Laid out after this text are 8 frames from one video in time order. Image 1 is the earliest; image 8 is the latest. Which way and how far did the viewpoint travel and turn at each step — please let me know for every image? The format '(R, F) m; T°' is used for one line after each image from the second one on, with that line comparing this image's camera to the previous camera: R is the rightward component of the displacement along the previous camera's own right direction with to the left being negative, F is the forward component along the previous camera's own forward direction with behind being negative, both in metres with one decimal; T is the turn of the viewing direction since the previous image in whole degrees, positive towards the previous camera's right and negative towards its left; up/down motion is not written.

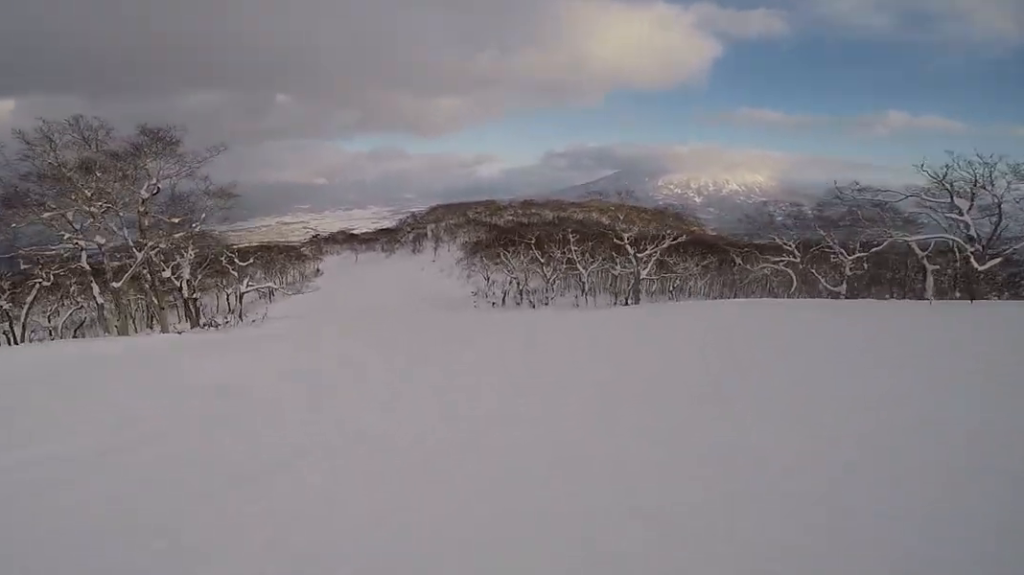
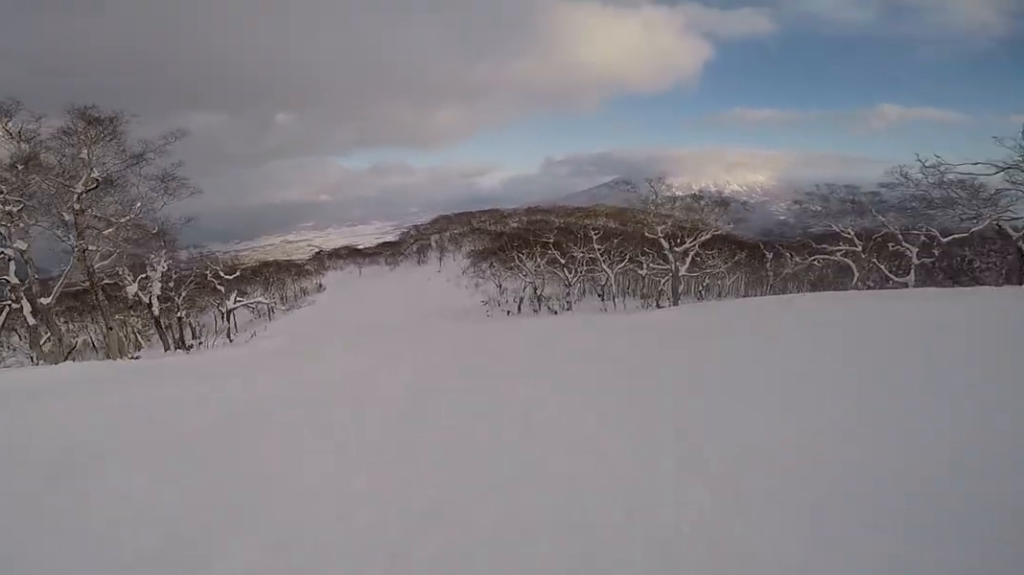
(-0.2, +5.9) m; -2°
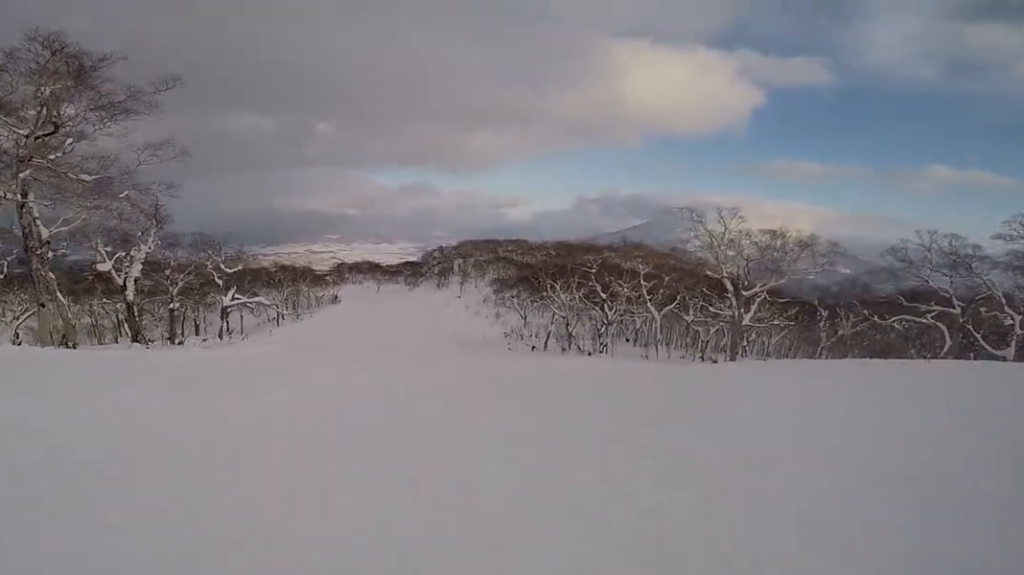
(0.0, +5.6) m; +1°
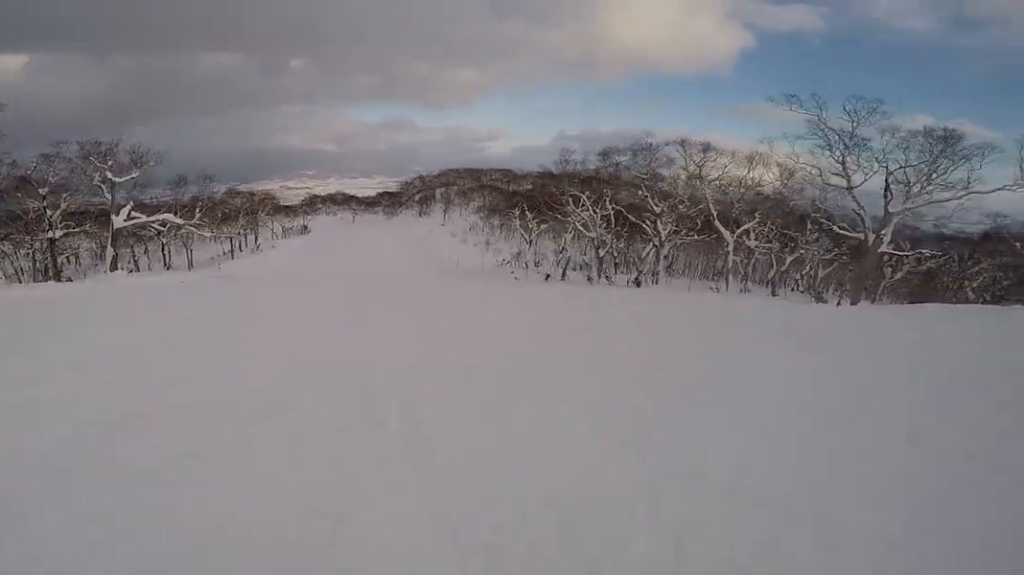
(+0.2, +12.5) m; 0°
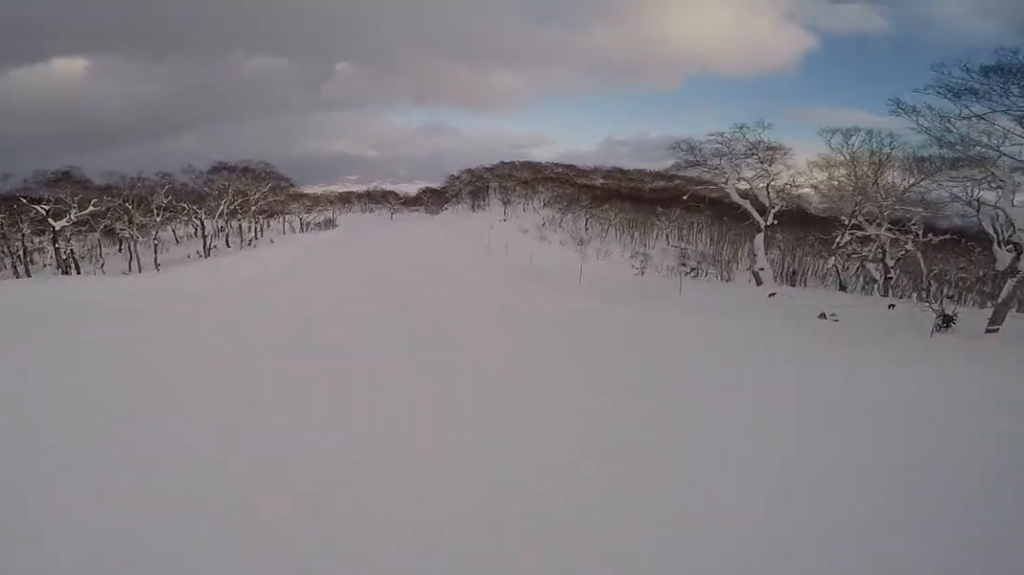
(-2.3, +29.3) m; -5°
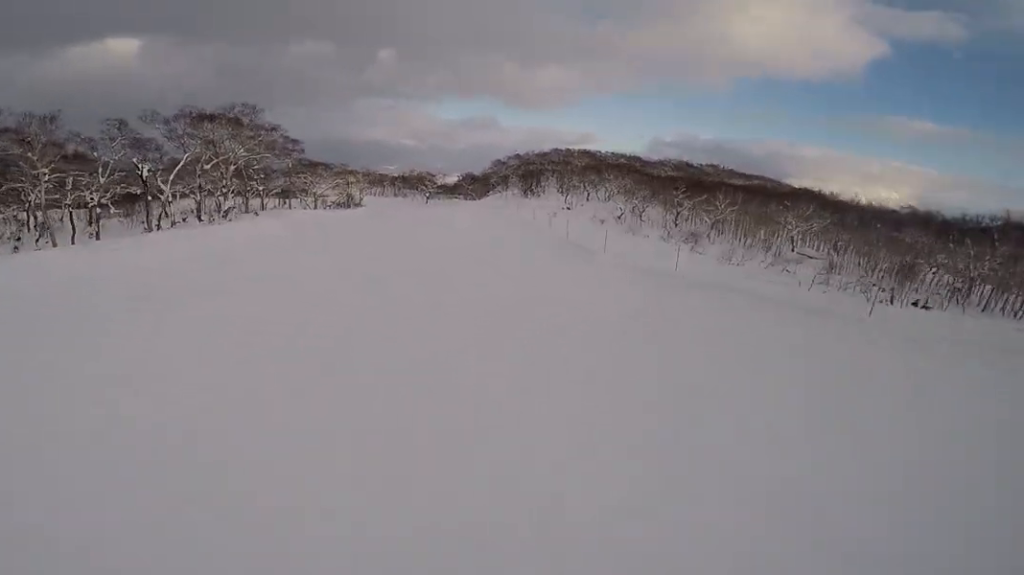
(+0.9, +18.4) m; 0°
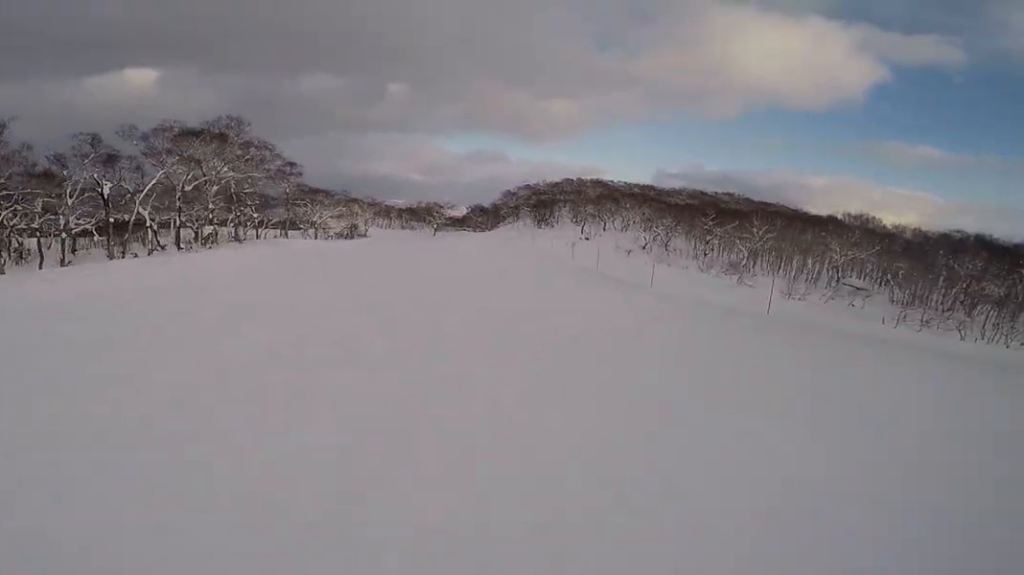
(-0.6, +5.9) m; 0°
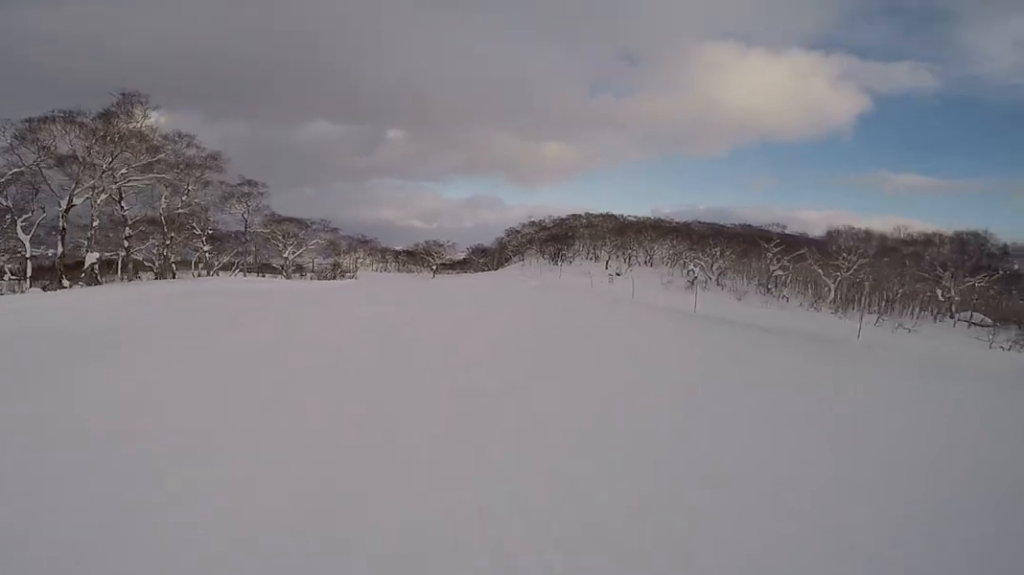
(+0.2, +13.5) m; +2°
